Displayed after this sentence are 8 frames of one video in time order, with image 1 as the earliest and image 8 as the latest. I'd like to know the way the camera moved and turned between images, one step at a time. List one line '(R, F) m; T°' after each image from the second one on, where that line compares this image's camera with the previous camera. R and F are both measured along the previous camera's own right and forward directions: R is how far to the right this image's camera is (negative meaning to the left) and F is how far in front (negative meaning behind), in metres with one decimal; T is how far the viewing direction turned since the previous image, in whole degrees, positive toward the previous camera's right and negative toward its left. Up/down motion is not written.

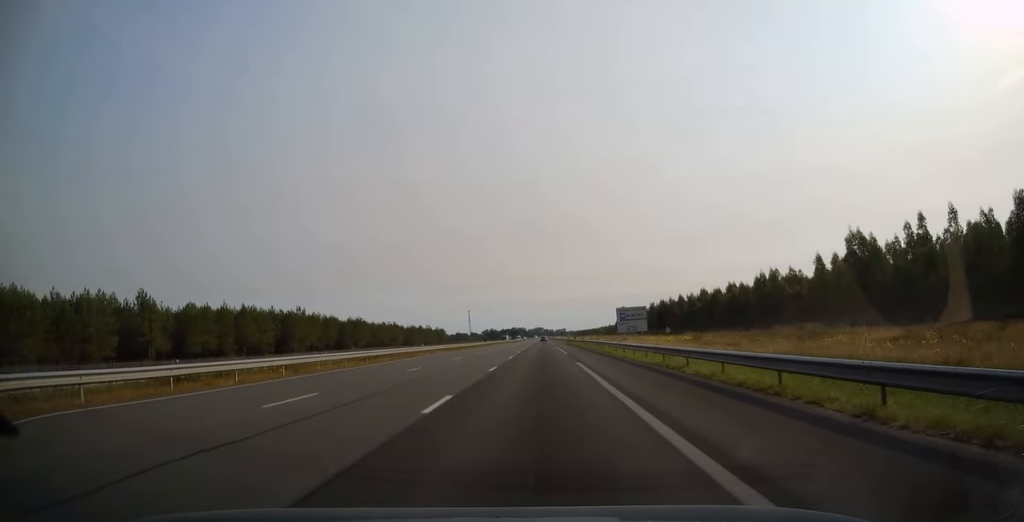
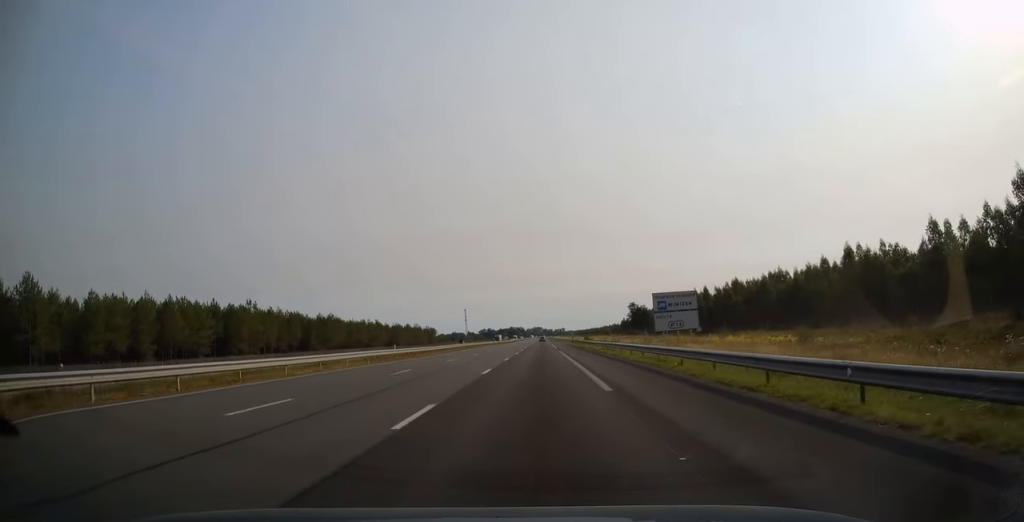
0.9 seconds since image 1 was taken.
(+0.1, +27.5) m; +1°
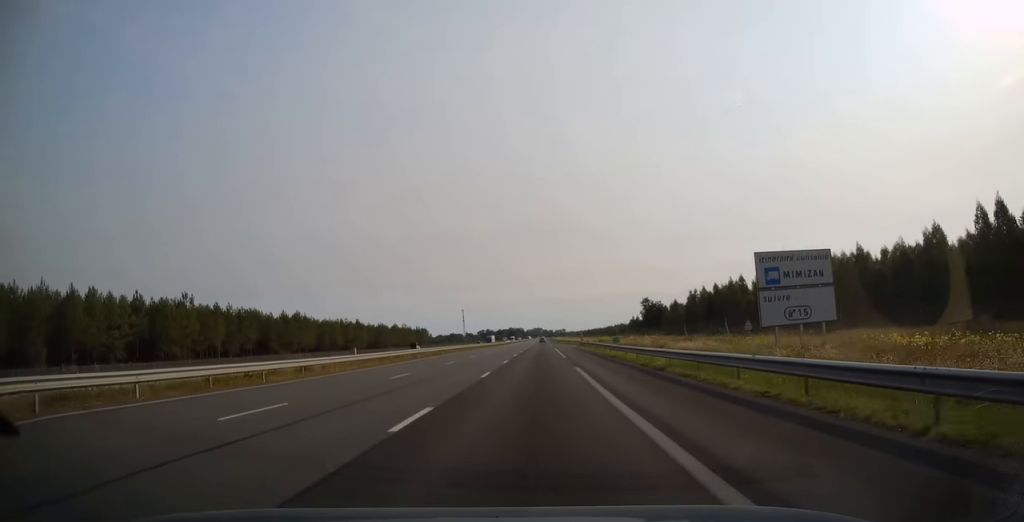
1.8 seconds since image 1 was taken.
(+0.2, +26.0) m; 0°
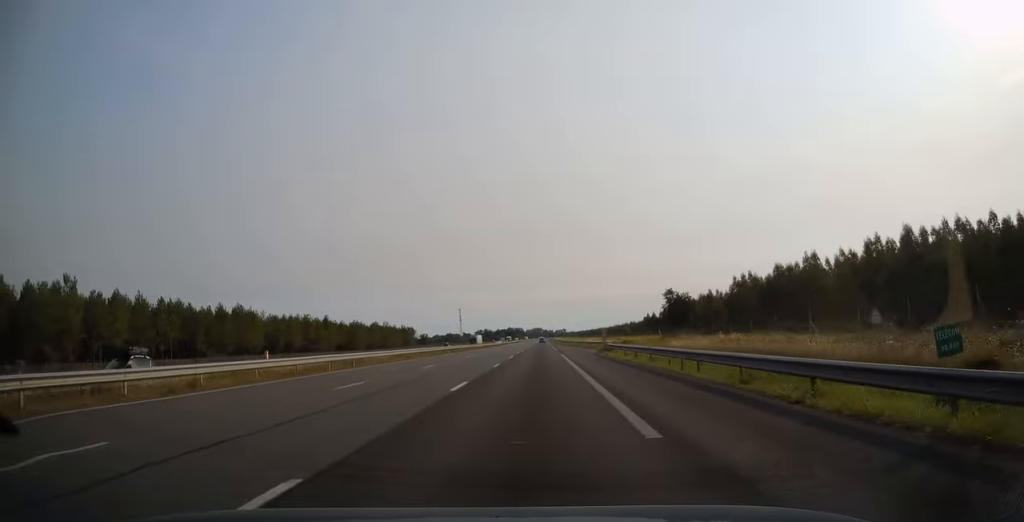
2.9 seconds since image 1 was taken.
(-0.1, +32.5) m; 0°
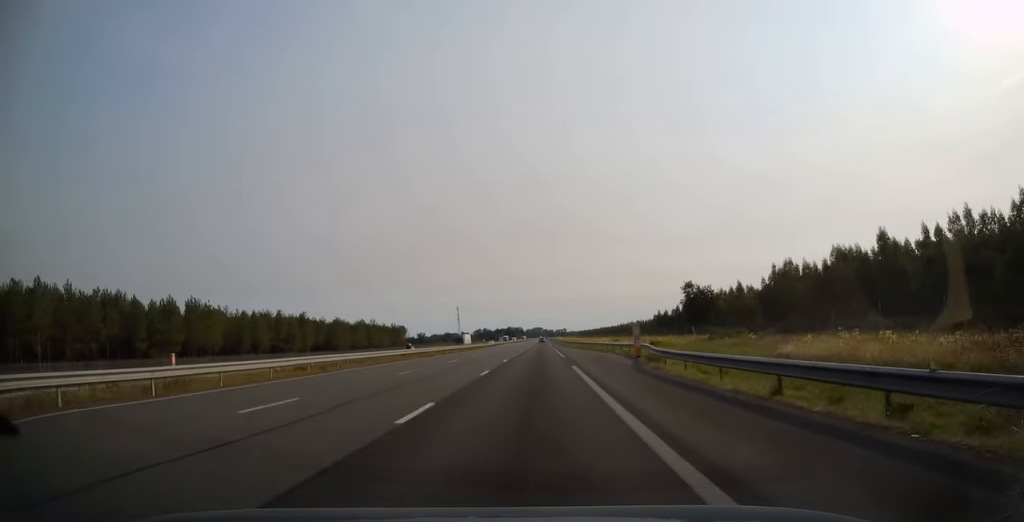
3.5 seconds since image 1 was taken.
(0.0, +18.8) m; 0°
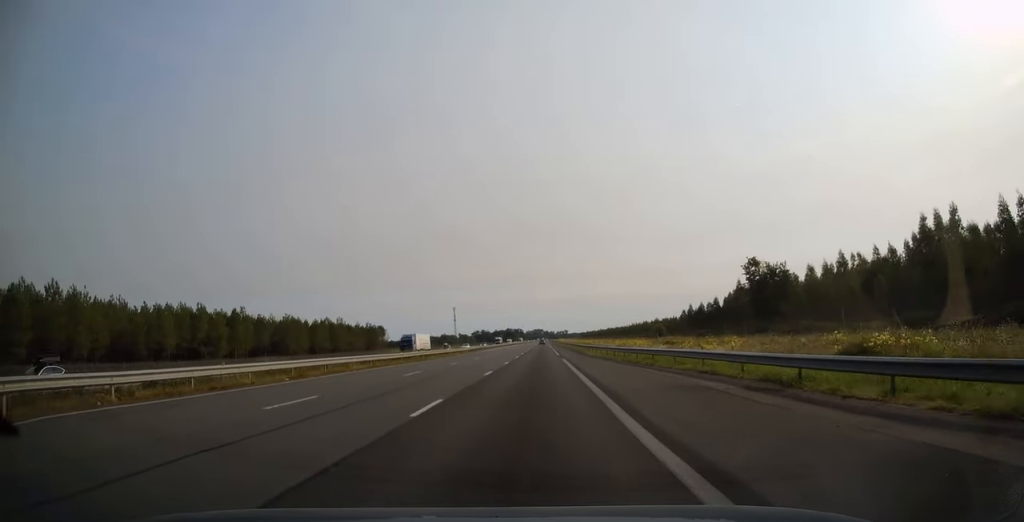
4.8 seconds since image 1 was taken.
(0.0, +38.1) m; 0°
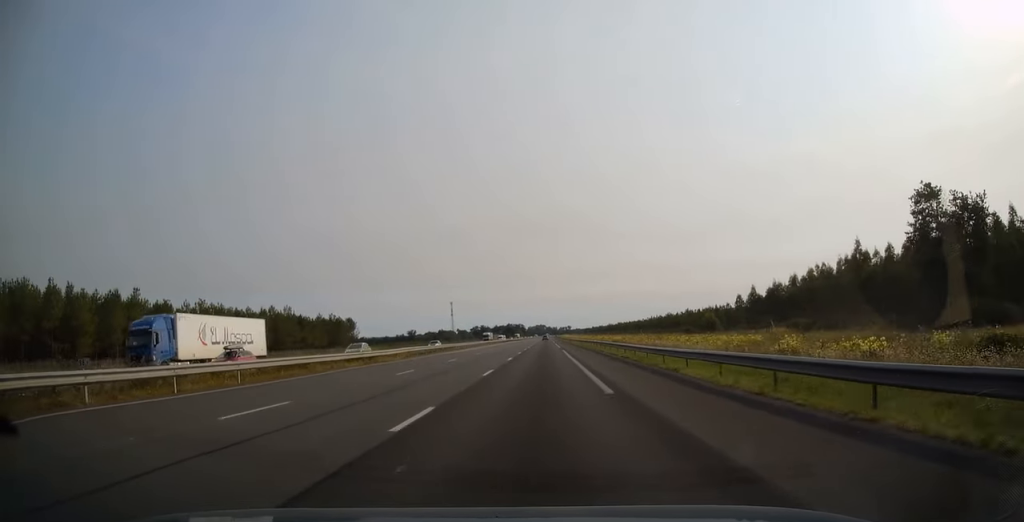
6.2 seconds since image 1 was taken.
(-0.1, +41.5) m; 0°
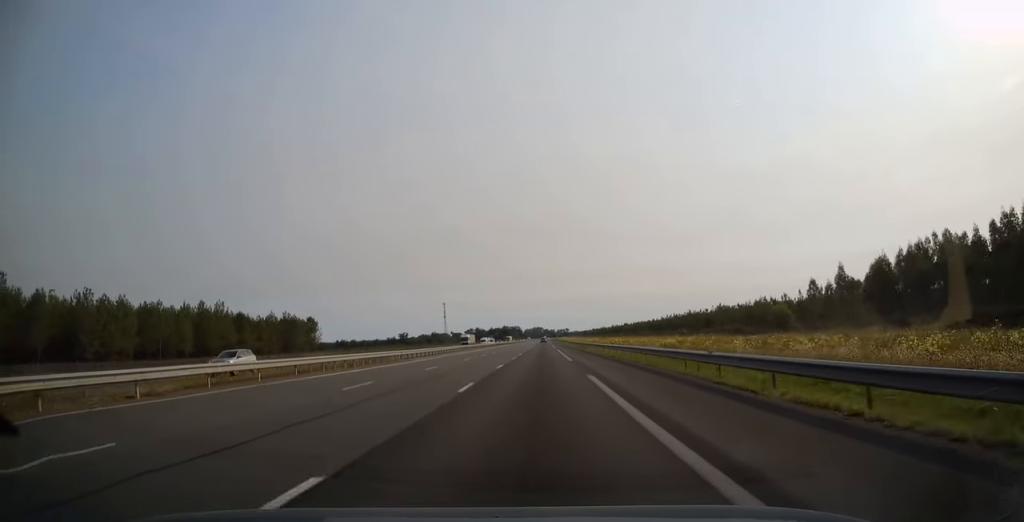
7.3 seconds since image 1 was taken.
(+0.1, +32.1) m; 0°
